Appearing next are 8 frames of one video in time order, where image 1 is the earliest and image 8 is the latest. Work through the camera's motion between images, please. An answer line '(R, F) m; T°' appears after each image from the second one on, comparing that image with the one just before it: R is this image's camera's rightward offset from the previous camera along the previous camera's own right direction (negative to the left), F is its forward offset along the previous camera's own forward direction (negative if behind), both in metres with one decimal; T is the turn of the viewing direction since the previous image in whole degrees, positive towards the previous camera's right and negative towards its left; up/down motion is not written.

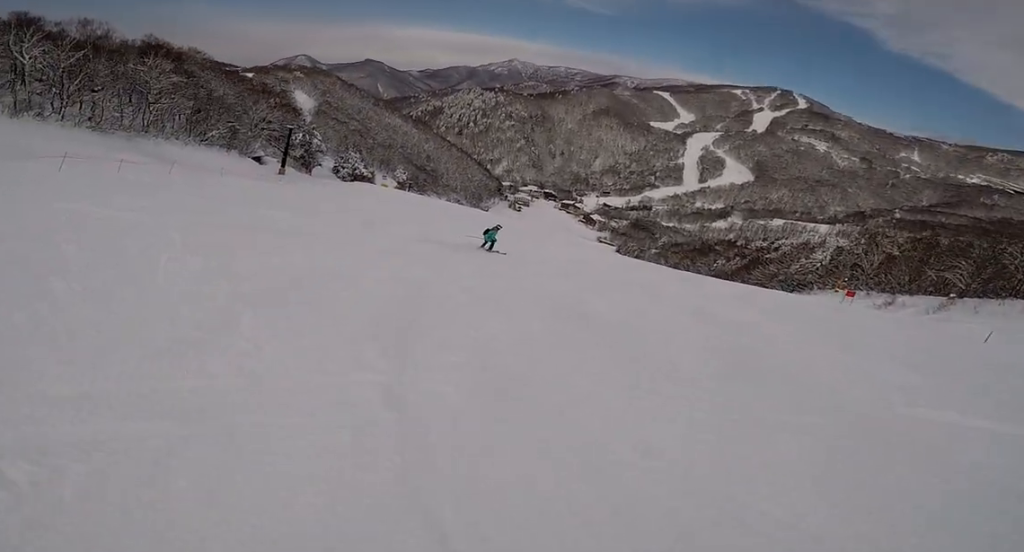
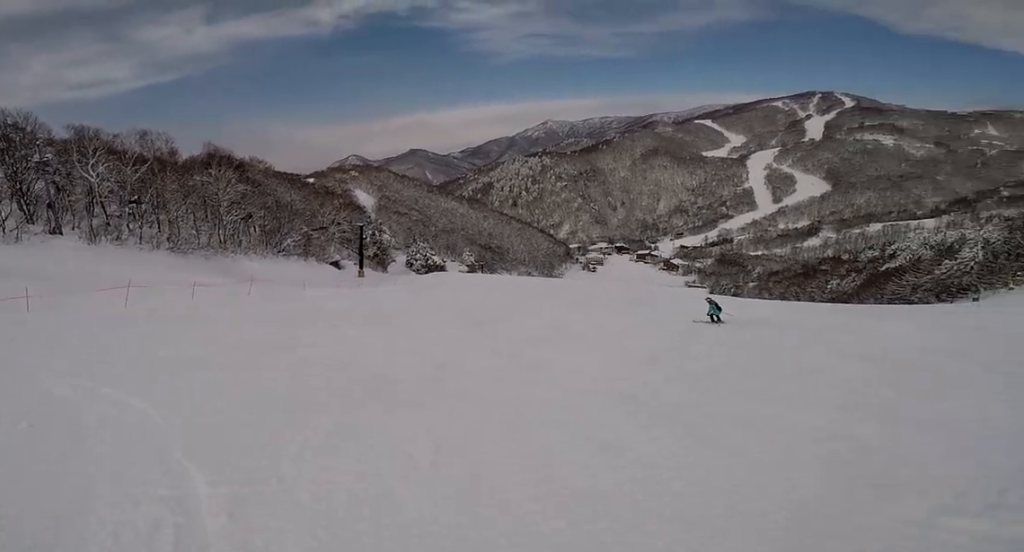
(-2.0, +6.8) m; -1°
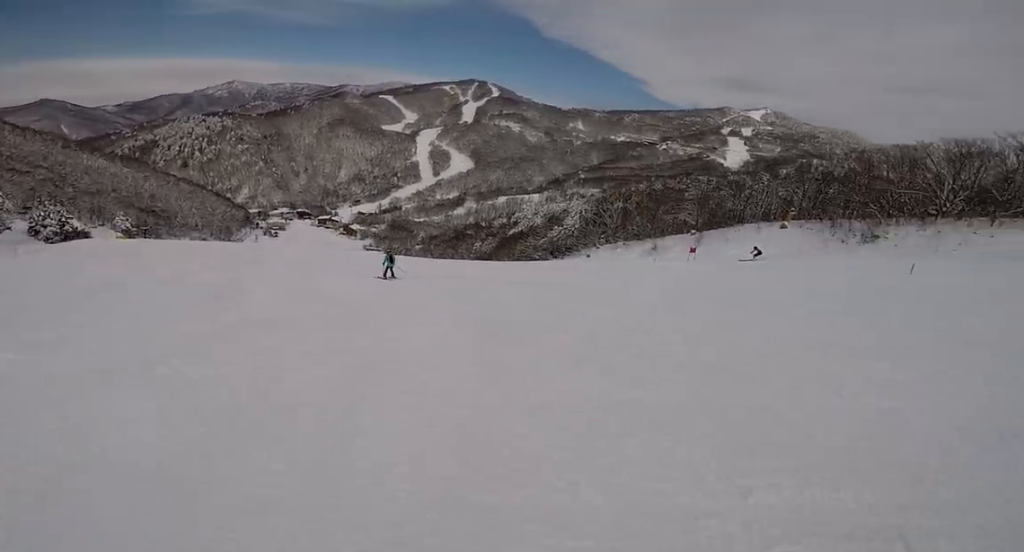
(+0.5, +4.4) m; +28°
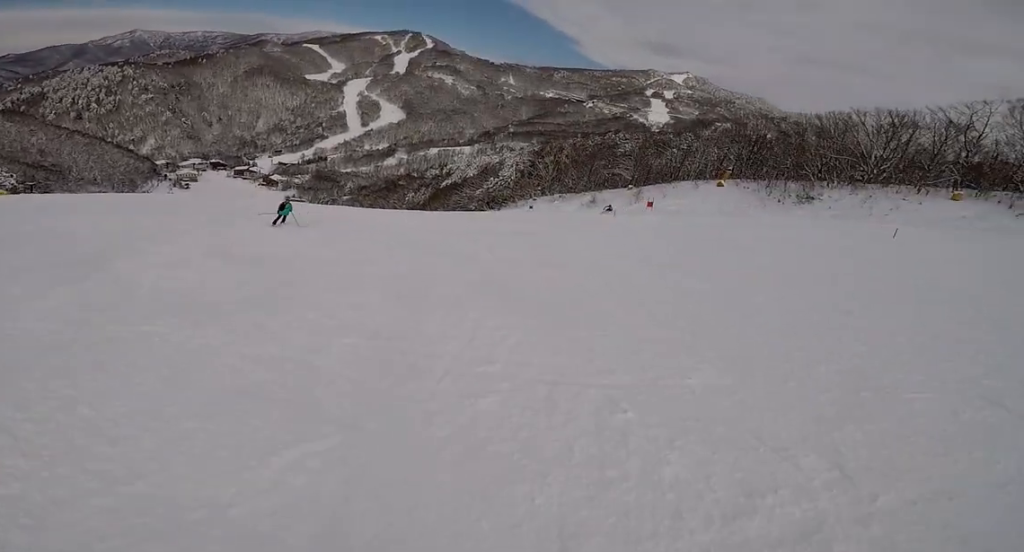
(+1.1, +2.8) m; +16°
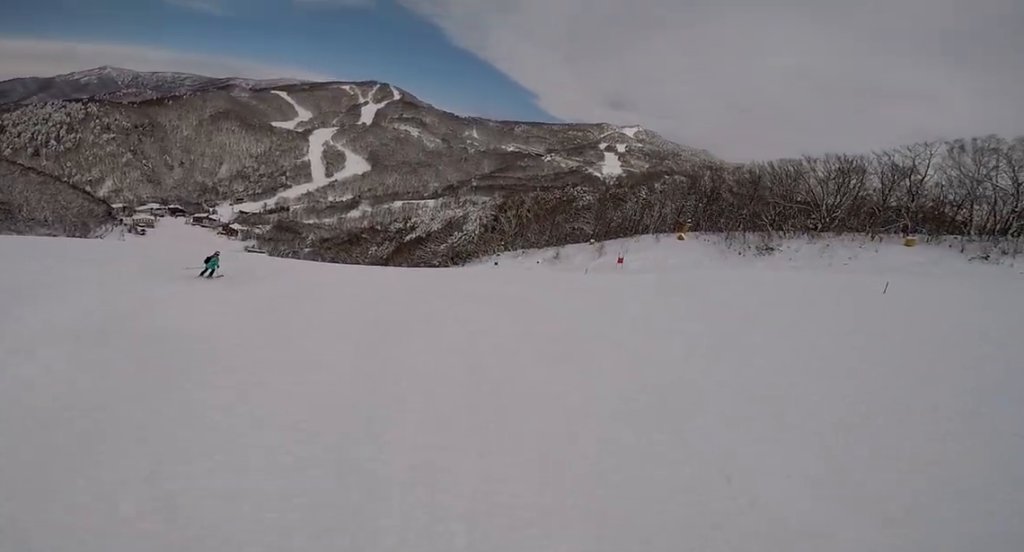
(+0.6, +2.6) m; +8°
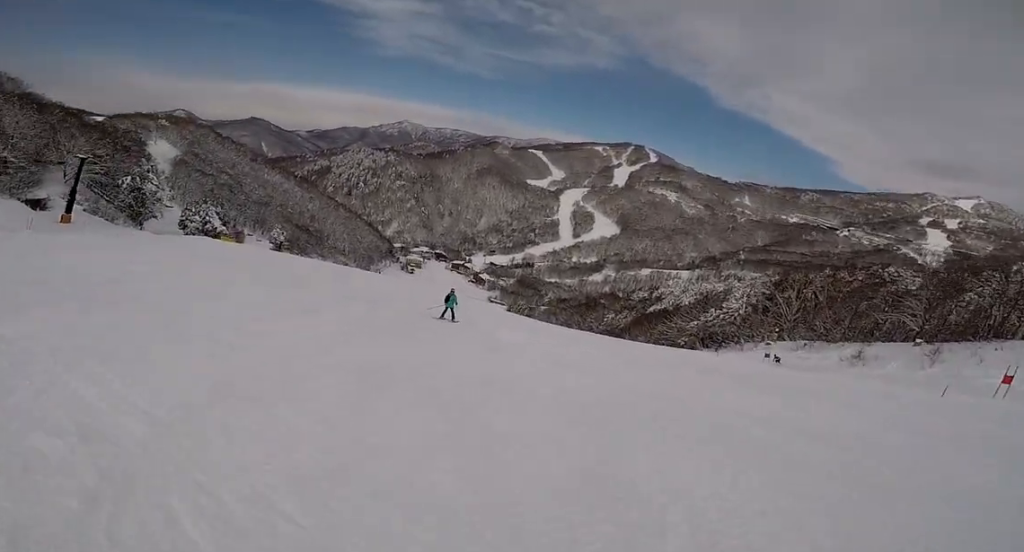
(-1.0, +6.2) m; -30°
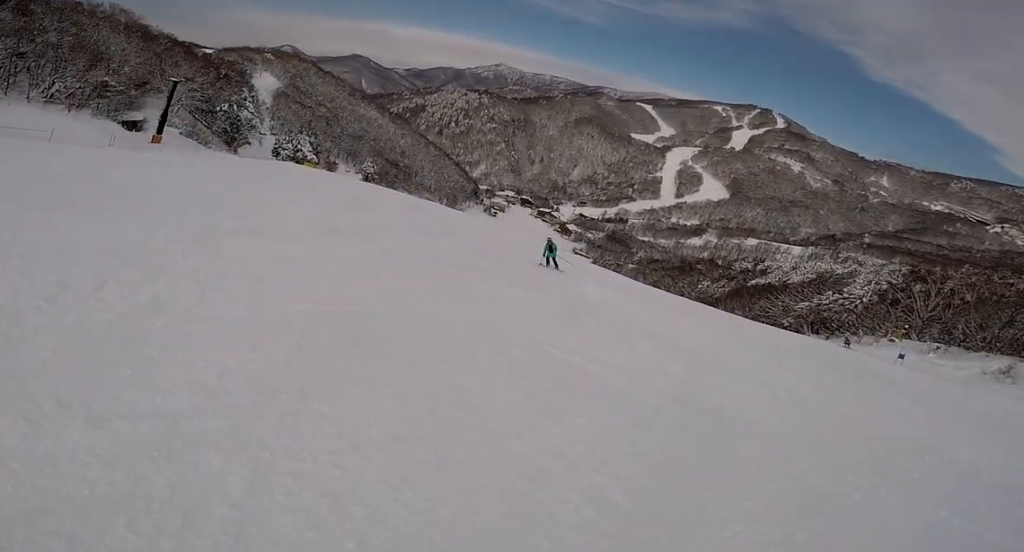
(+0.1, +2.6) m; -25°
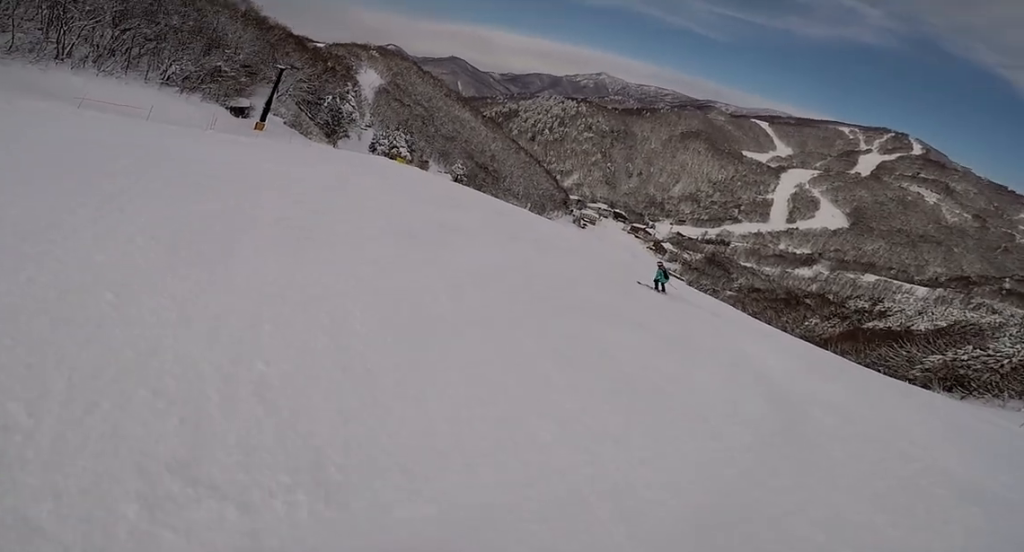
(-1.3, +3.0) m; -5°
